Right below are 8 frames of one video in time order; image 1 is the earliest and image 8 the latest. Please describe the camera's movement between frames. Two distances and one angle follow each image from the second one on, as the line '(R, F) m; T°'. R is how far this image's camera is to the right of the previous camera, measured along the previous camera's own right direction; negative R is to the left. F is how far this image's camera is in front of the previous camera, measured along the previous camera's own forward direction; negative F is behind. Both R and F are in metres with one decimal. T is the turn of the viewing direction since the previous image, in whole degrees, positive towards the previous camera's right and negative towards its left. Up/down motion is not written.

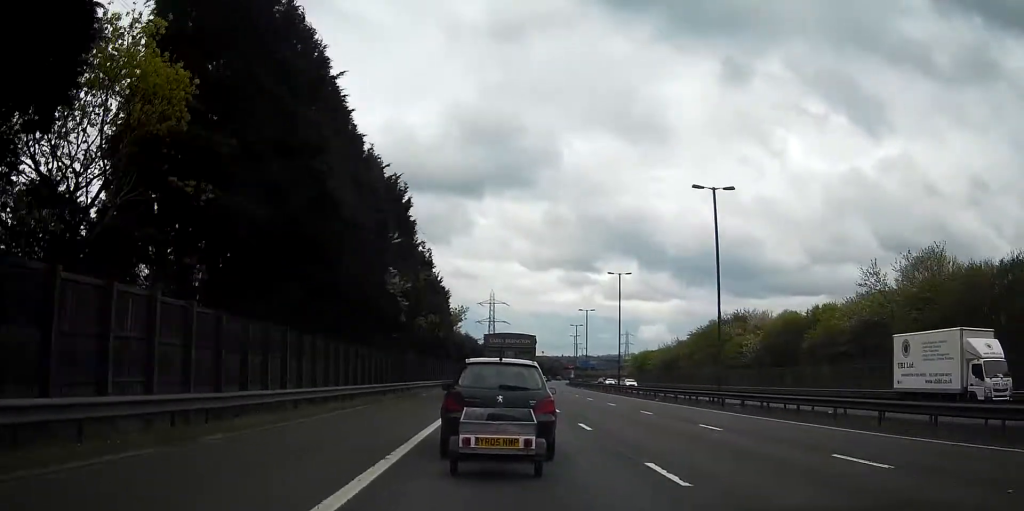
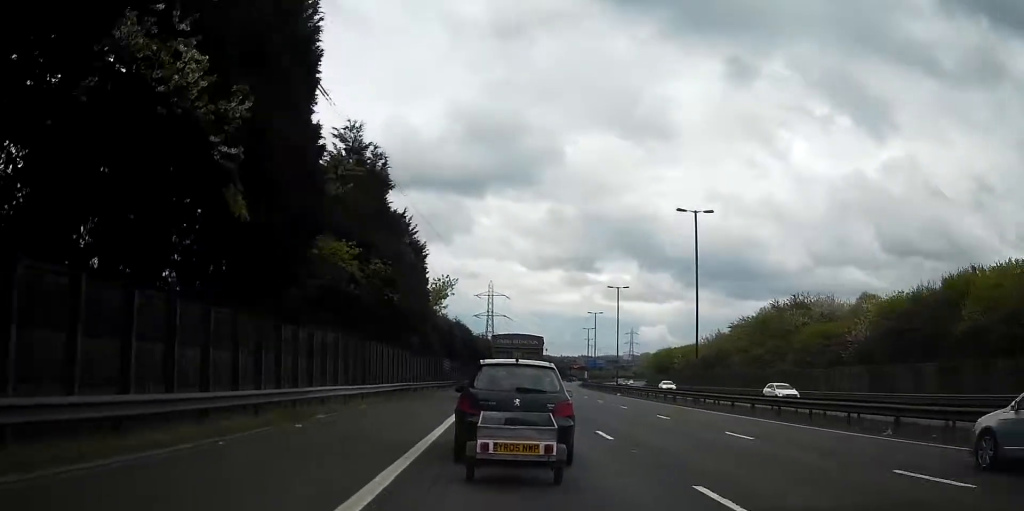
(-0.1, +29.2) m; 0°
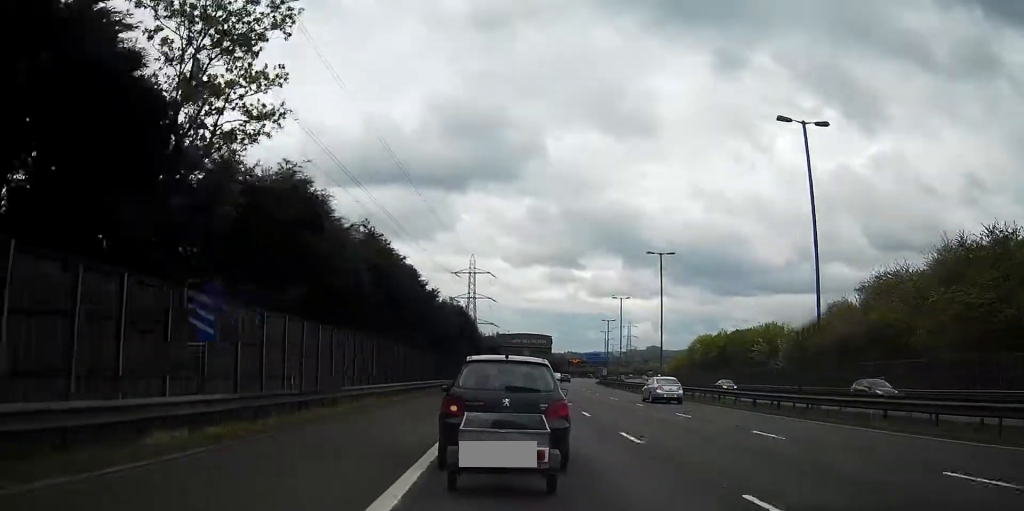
(+0.6, +55.8) m; +1°
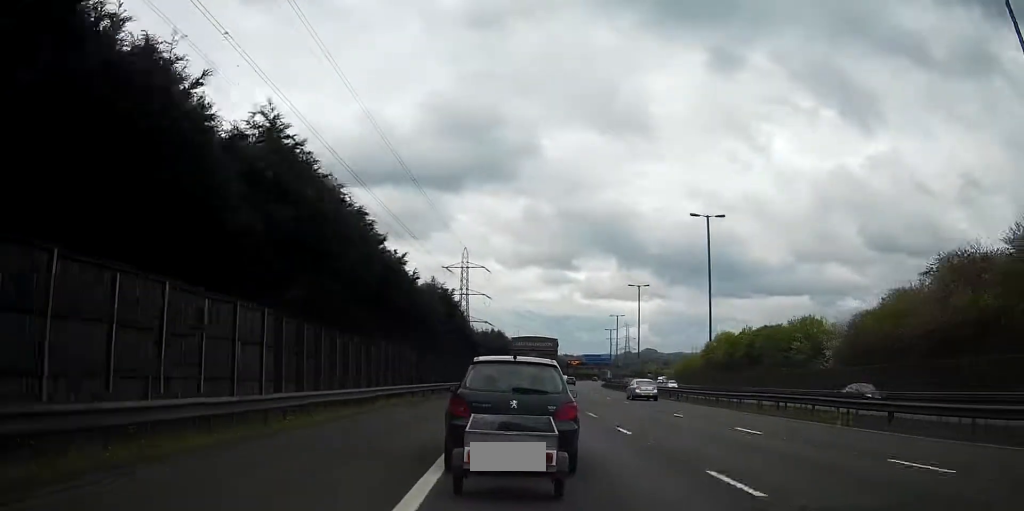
(+0.1, +15.9) m; +1°
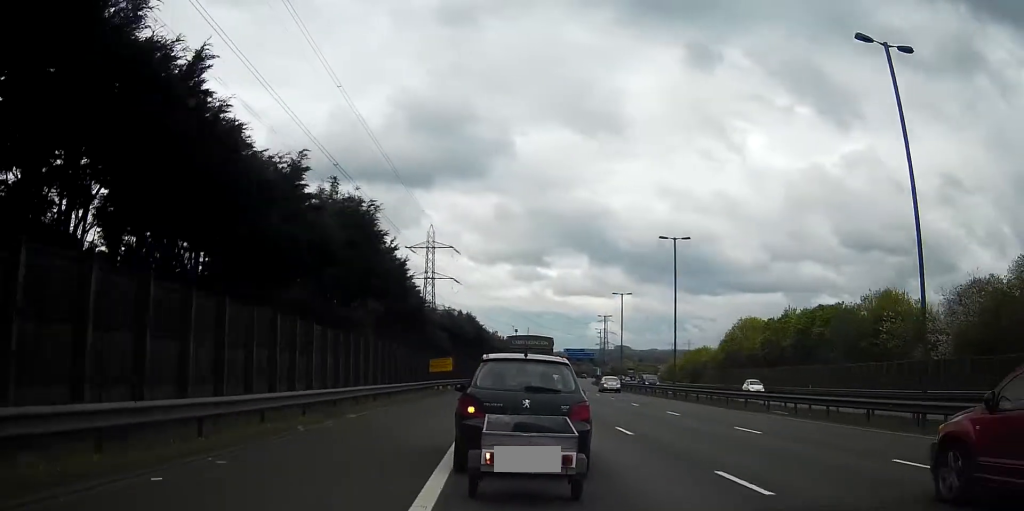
(+0.2, +27.5) m; +1°
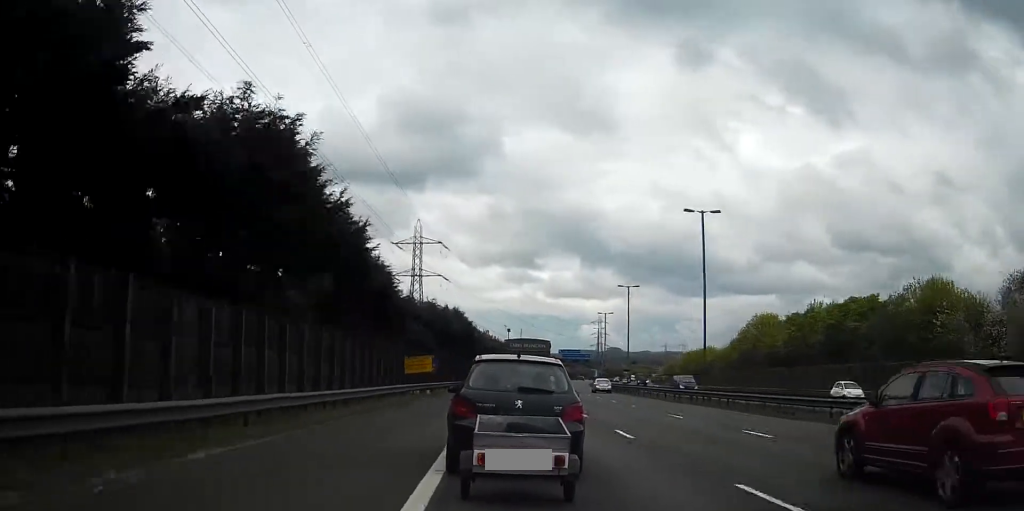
(+0.1, +10.0) m; +1°
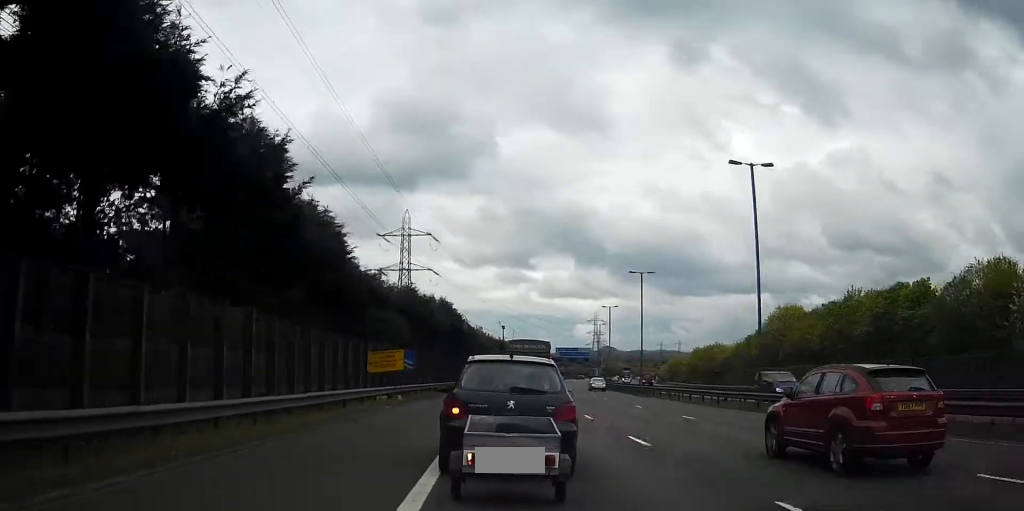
(+0.1, +10.8) m; +1°
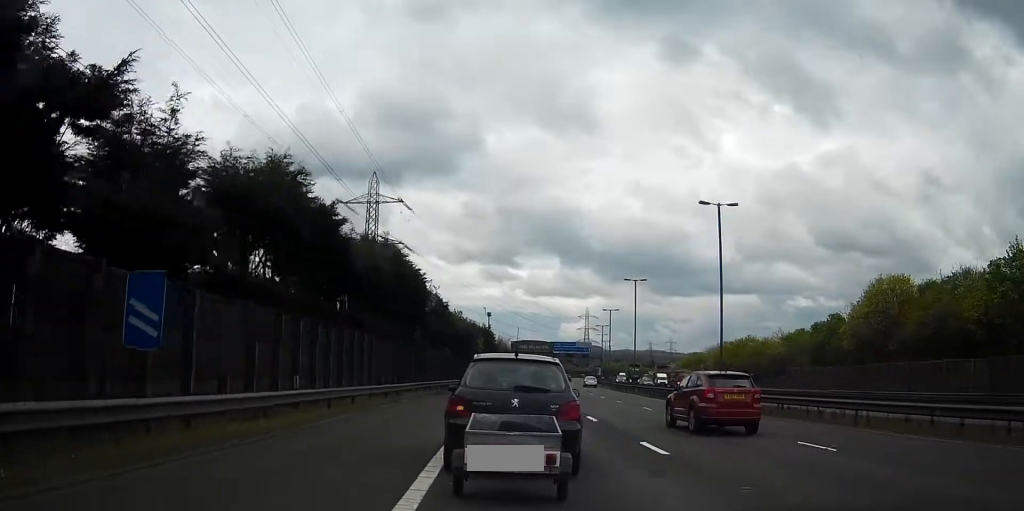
(+0.5, +29.1) m; +2°
